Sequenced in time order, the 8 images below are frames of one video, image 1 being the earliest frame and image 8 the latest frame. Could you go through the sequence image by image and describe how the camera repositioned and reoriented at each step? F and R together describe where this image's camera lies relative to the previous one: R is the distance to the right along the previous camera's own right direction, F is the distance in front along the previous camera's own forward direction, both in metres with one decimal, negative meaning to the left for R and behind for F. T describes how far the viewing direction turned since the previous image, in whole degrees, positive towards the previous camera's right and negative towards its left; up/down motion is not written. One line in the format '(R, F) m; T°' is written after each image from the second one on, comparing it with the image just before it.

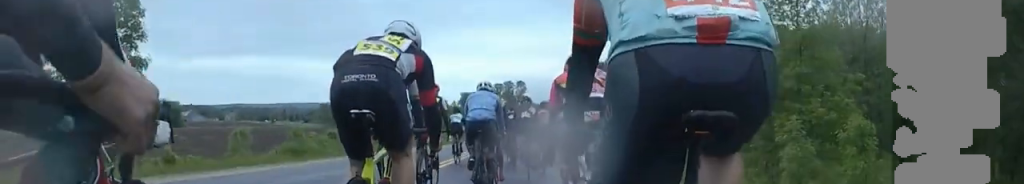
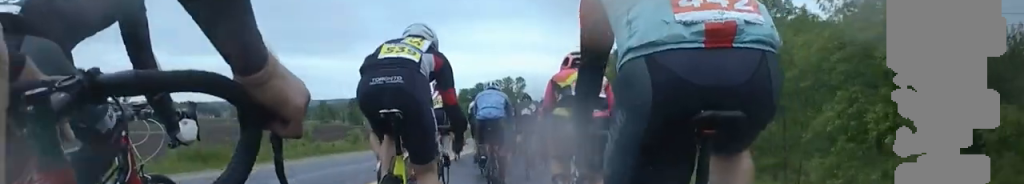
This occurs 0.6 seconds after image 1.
(0.0, +7.0) m; 0°
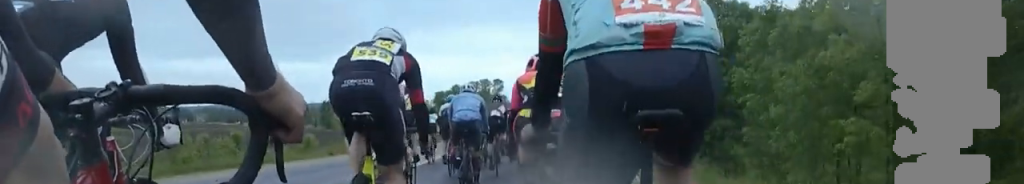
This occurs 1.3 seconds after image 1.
(0.0, +8.6) m; 0°
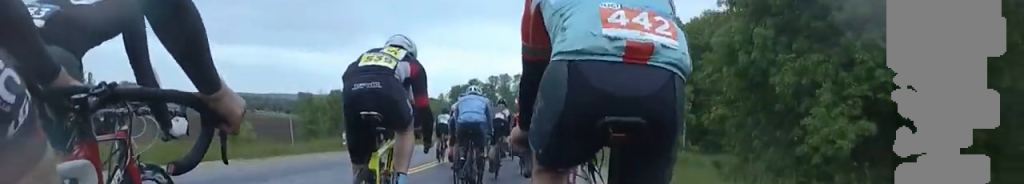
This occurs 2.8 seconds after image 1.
(-0.3, +18.0) m; -1°
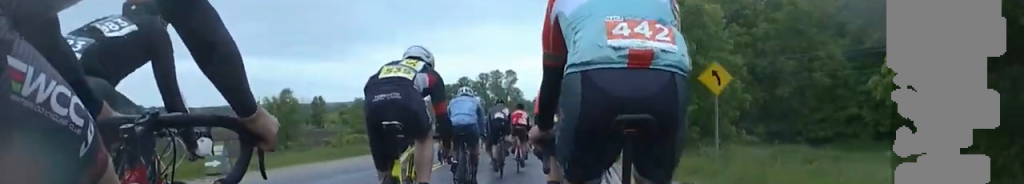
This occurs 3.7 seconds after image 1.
(+0.1, +11.4) m; +1°
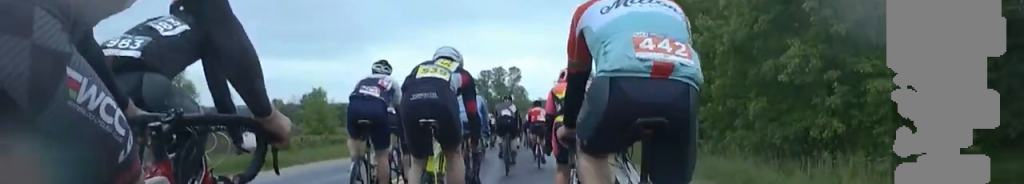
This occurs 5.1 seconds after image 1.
(+0.1, +15.7) m; +1°
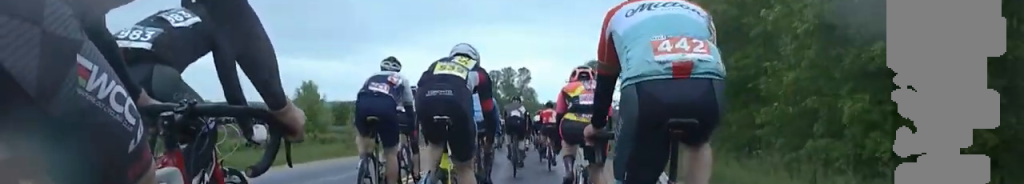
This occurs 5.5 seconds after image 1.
(0.0, +4.7) m; +1°
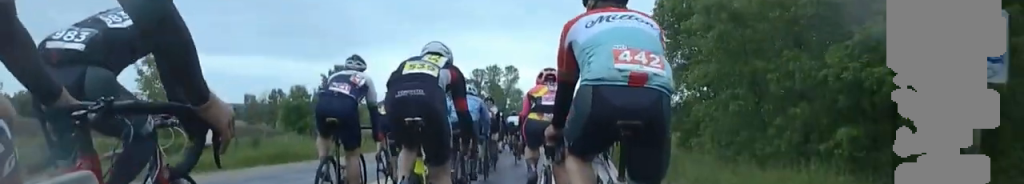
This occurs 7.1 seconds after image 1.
(+1.1, +18.8) m; +3°
